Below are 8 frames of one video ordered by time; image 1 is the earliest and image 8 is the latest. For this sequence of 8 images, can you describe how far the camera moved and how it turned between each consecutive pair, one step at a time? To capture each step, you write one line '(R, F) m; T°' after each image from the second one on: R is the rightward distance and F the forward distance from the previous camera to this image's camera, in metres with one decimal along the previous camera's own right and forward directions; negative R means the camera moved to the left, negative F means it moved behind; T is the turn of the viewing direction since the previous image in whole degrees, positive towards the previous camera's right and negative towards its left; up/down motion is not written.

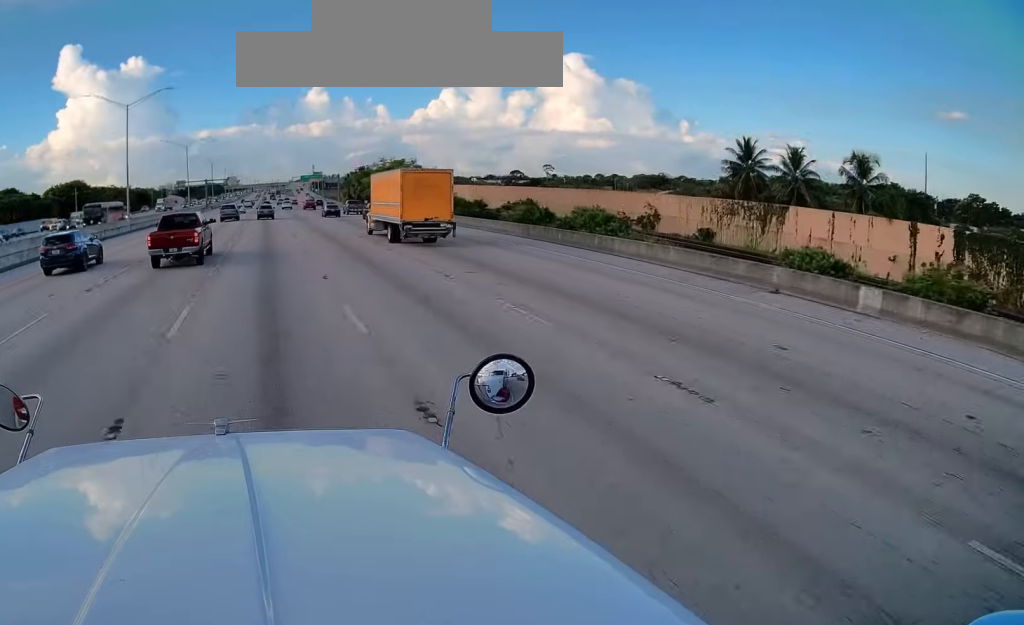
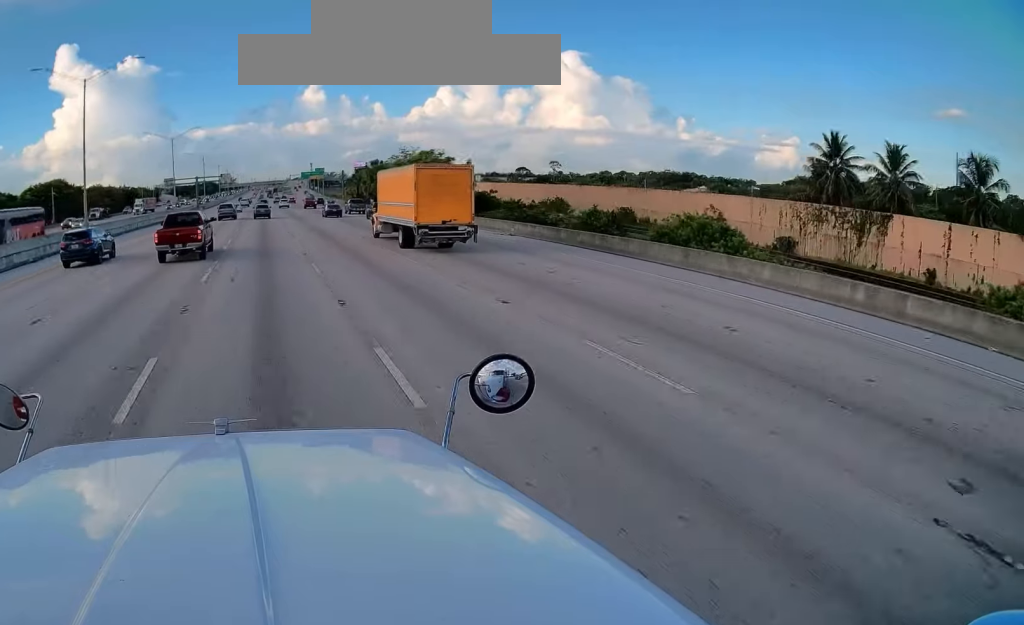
(0.0, +17.3) m; 0°
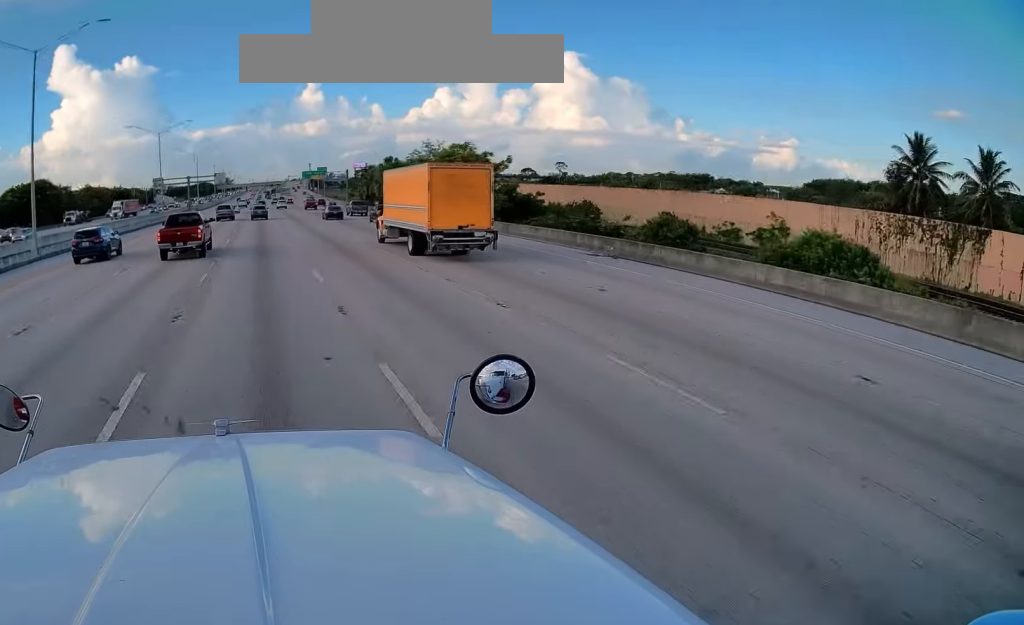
(0.0, +13.3) m; 0°
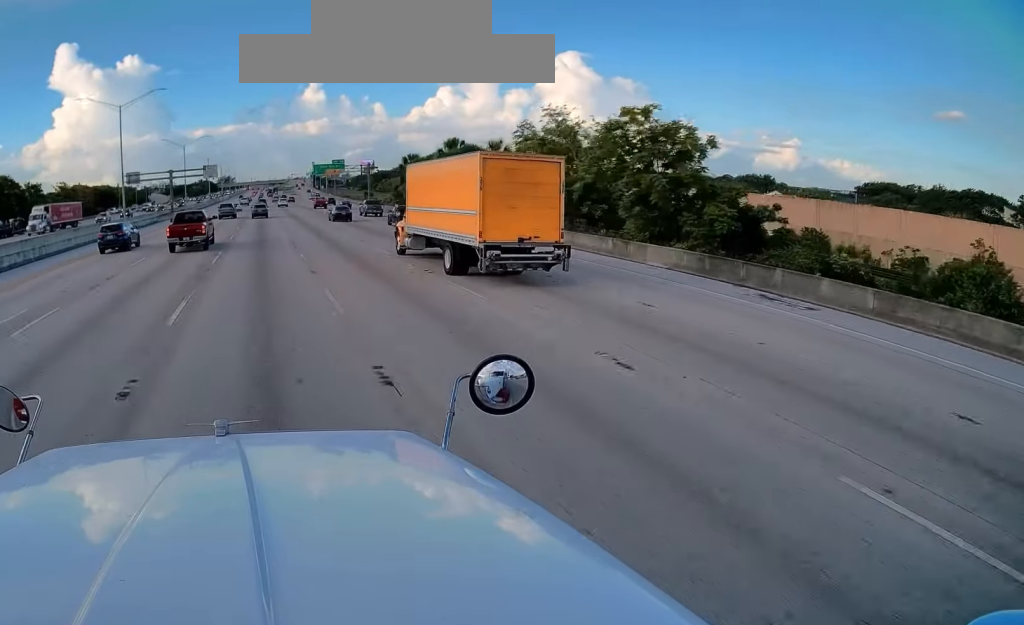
(-0.3, +30.4) m; -1°
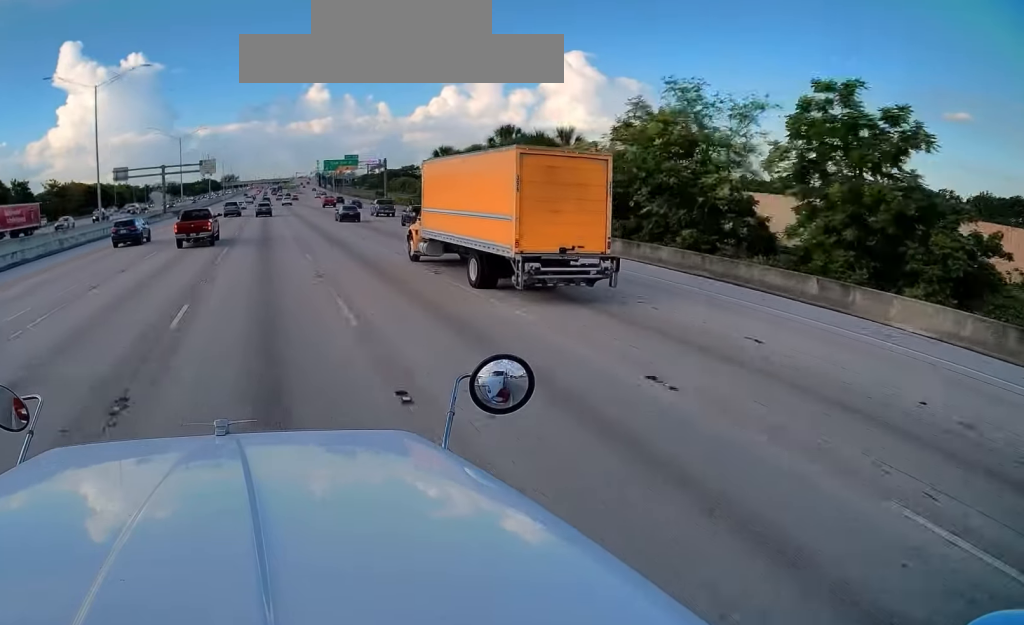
(-0.2, +13.1) m; 0°
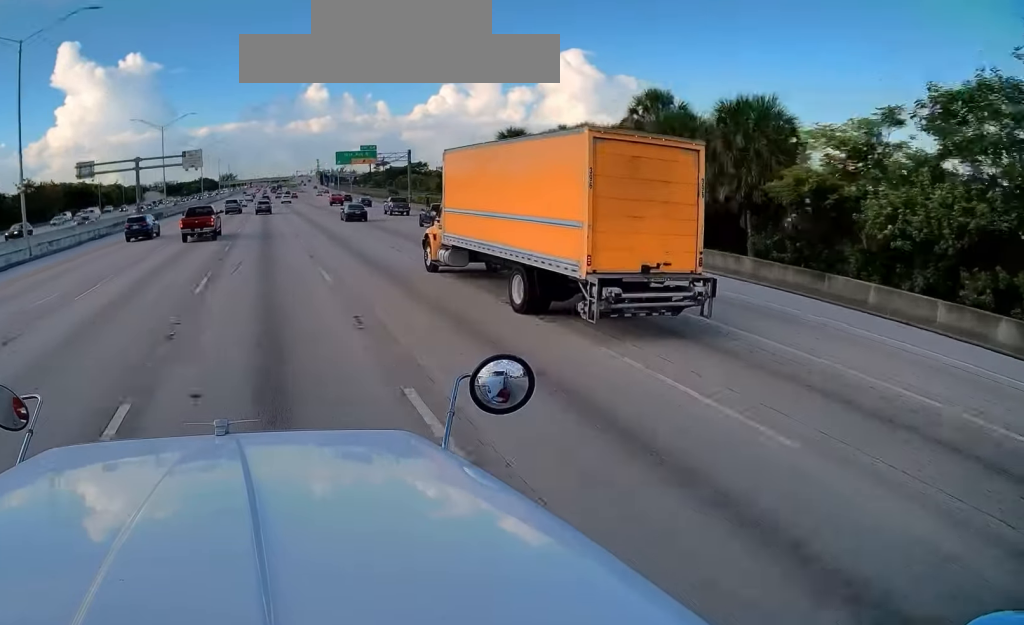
(+0.2, +20.2) m; 0°
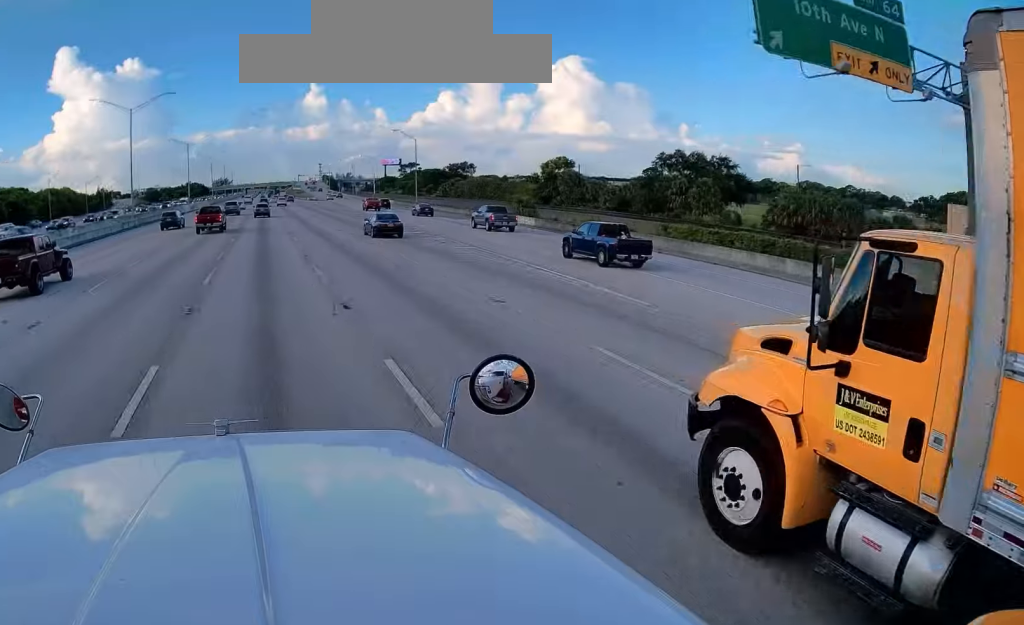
(+0.9, +84.4) m; 0°
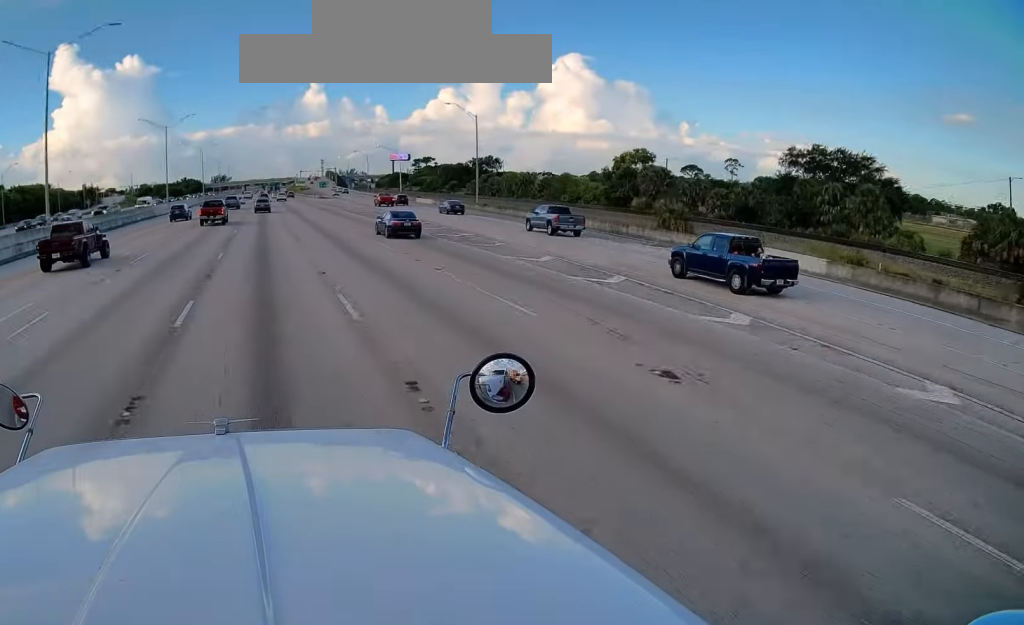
(-0.2, +31.2) m; 0°
